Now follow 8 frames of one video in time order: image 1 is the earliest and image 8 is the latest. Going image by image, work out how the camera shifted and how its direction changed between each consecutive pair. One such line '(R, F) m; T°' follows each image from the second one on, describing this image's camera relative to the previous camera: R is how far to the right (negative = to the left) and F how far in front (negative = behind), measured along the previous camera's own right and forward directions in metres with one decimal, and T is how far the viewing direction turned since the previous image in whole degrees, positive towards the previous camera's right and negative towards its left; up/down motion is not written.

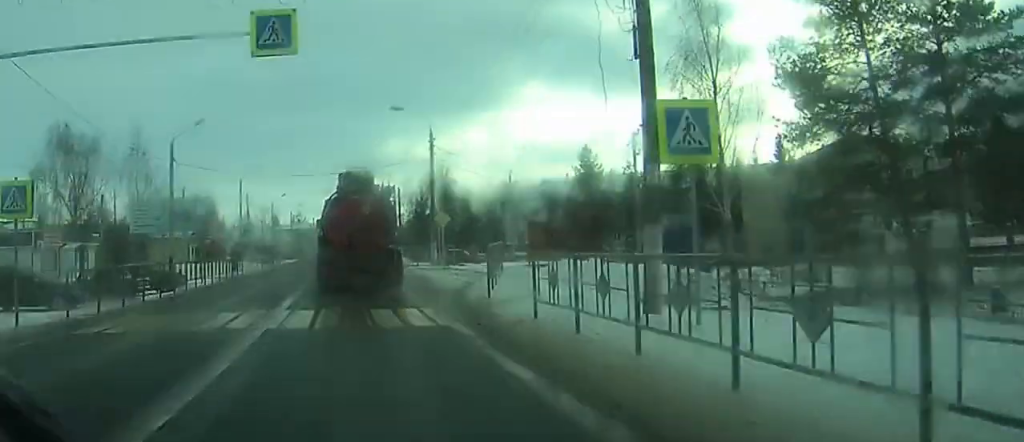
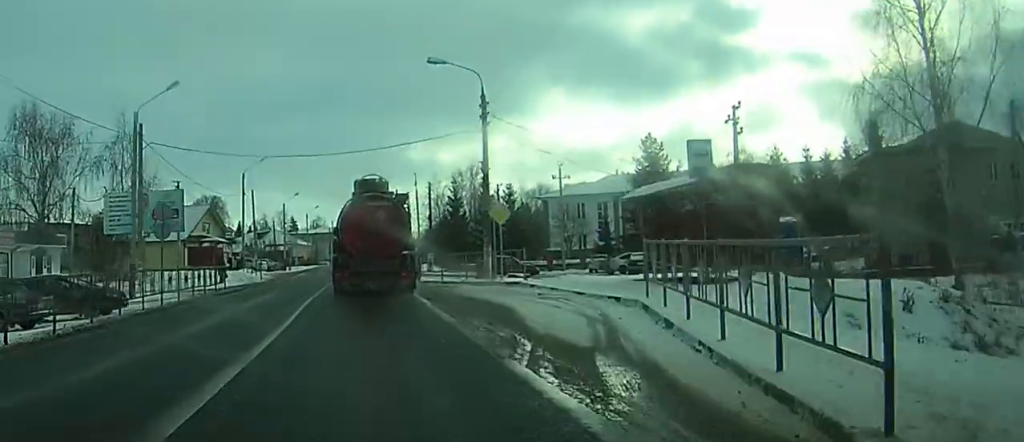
(-0.4, +13.3) m; -3°
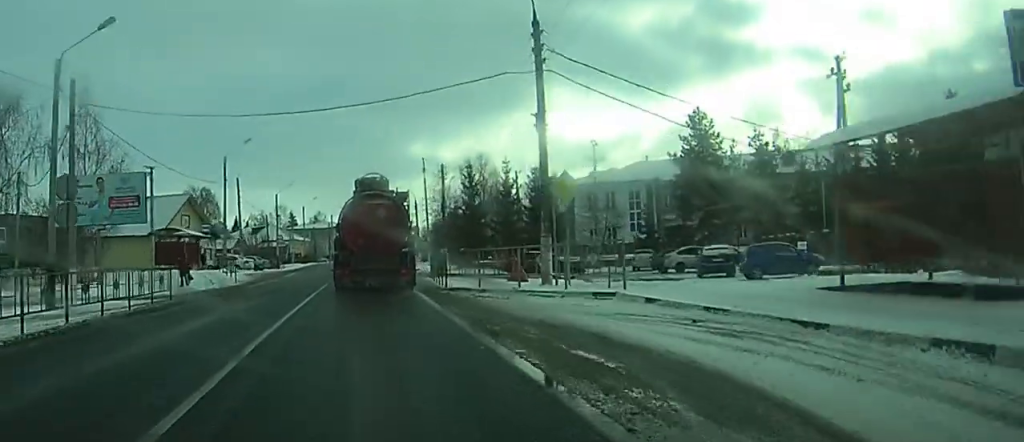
(-0.2, +10.7) m; -1°
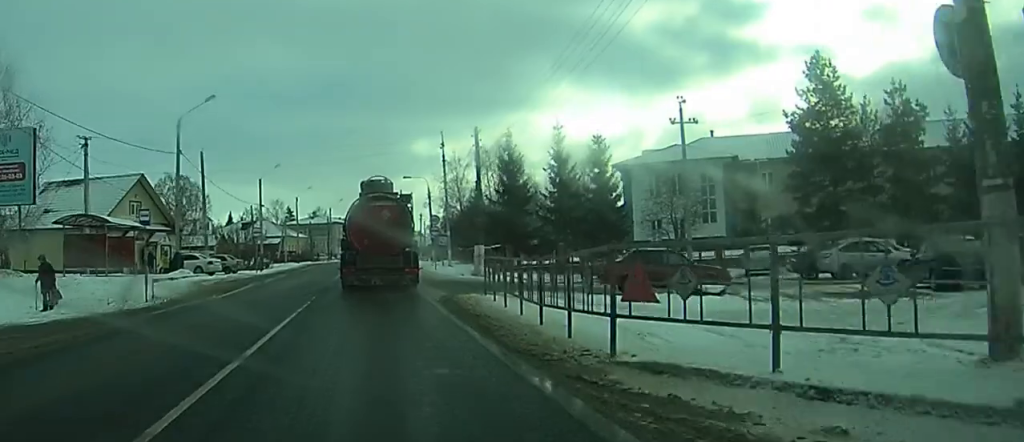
(+0.2, +17.8) m; +1°
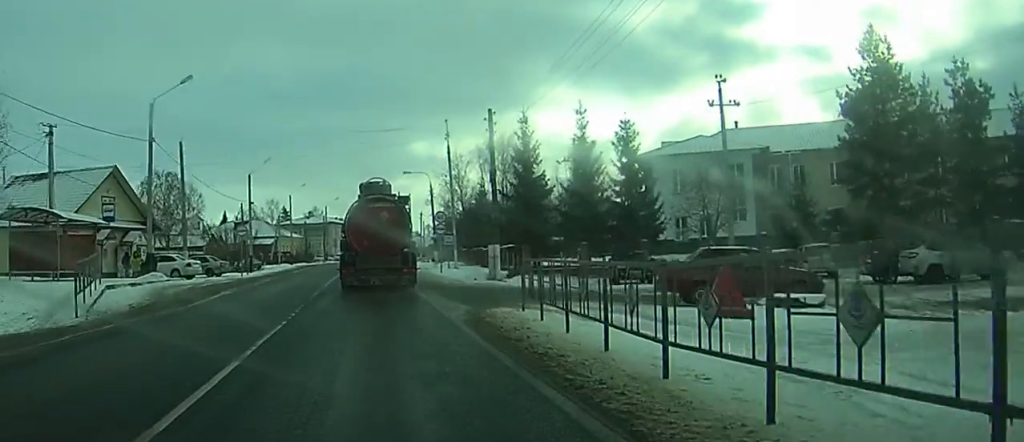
(+0.1, +5.9) m; -1°
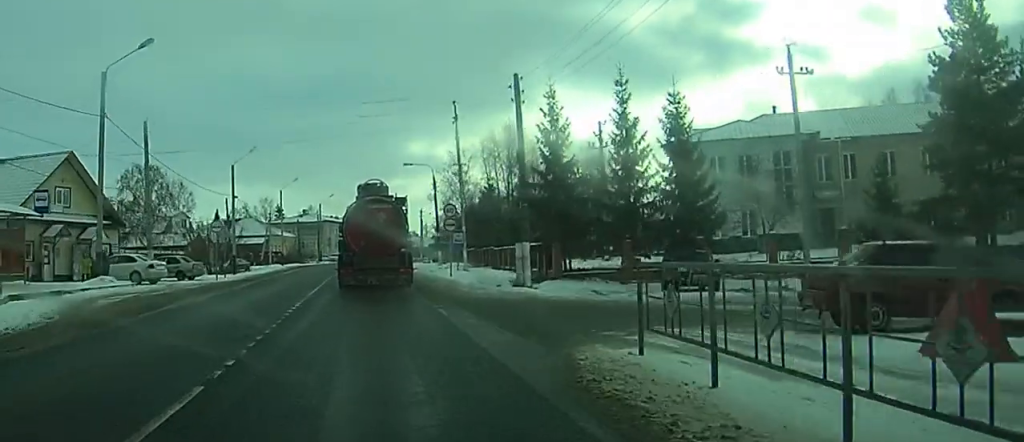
(-0.1, +7.7) m; 0°
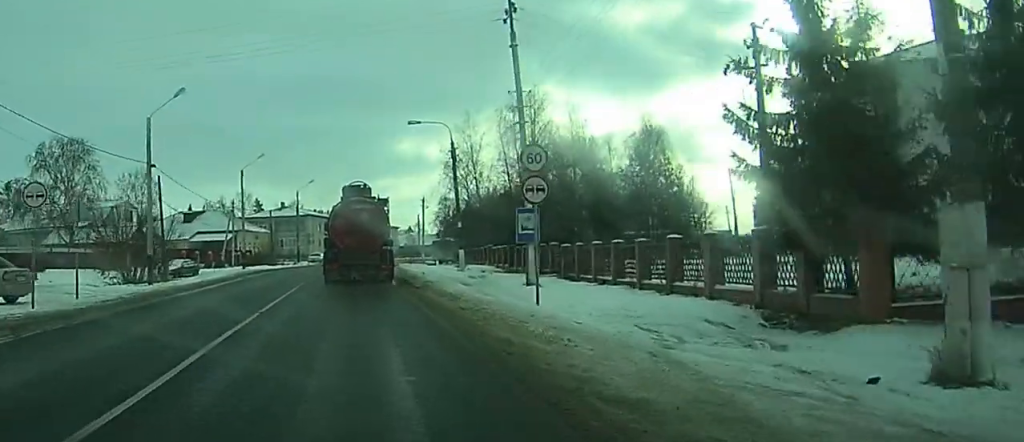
(0.0, +23.6) m; 0°
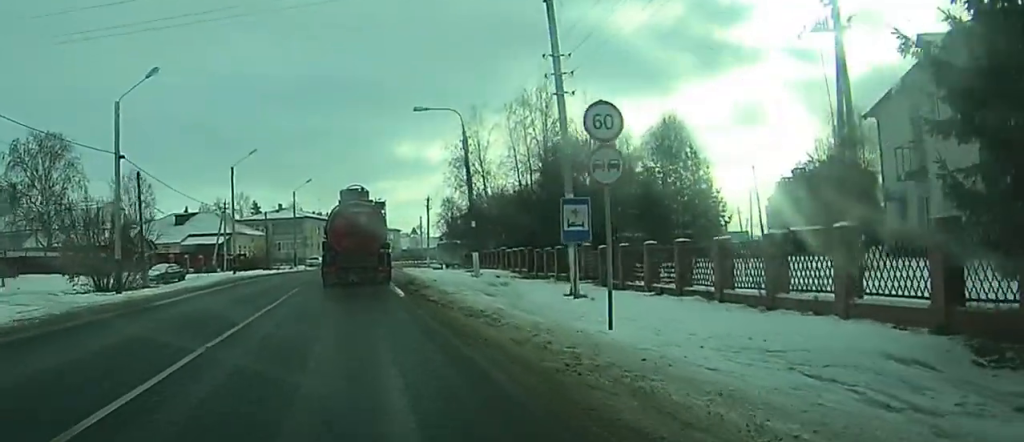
(-0.1, +5.7) m; -1°
